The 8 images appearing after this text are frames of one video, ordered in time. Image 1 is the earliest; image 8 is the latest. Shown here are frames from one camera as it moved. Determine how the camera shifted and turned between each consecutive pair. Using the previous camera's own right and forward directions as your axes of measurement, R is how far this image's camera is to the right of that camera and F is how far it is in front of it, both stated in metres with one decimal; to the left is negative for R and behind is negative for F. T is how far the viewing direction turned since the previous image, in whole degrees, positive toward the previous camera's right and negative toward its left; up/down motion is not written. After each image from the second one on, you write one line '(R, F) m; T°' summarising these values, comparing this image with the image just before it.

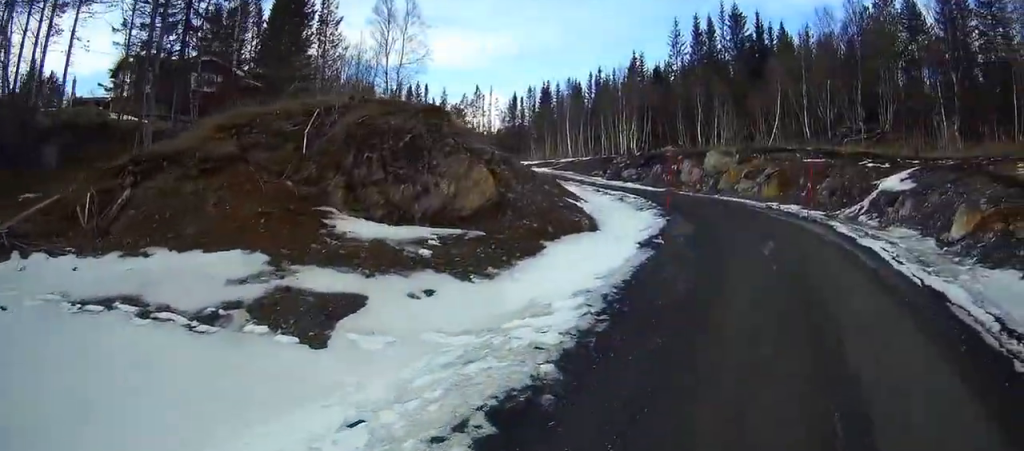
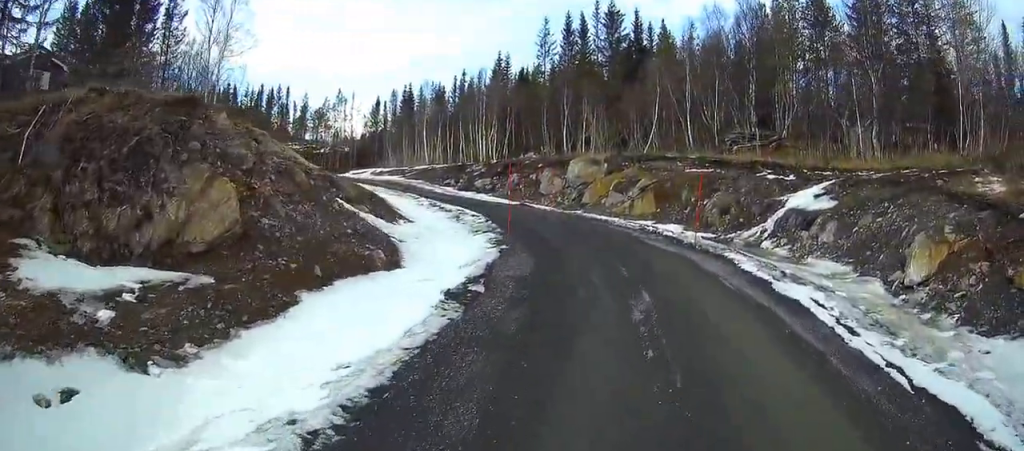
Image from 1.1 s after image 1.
(+0.7, +4.5) m; +20°
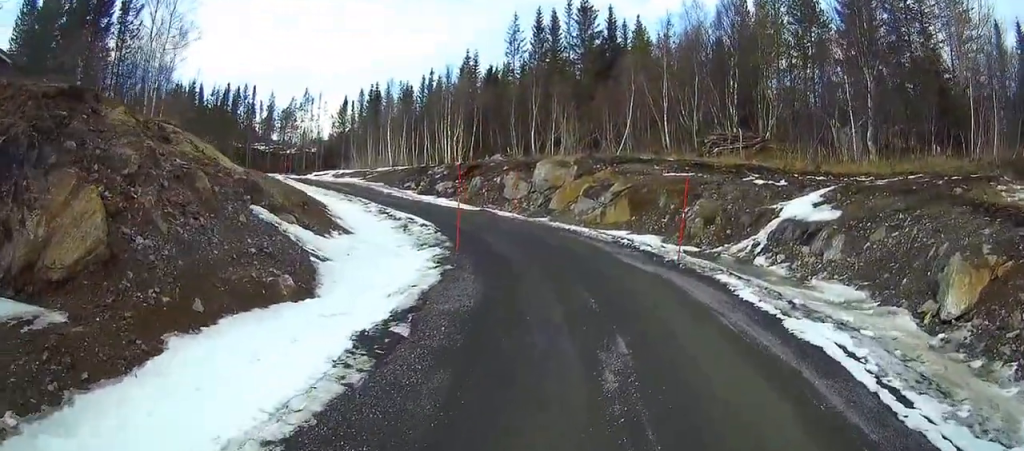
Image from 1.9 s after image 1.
(+0.4, +3.2) m; +10°
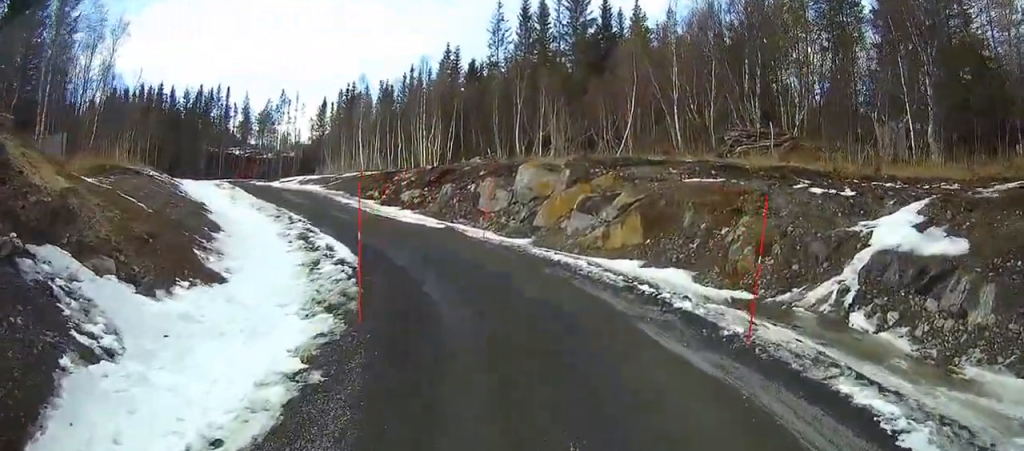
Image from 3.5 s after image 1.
(+0.4, +7.4) m; +3°
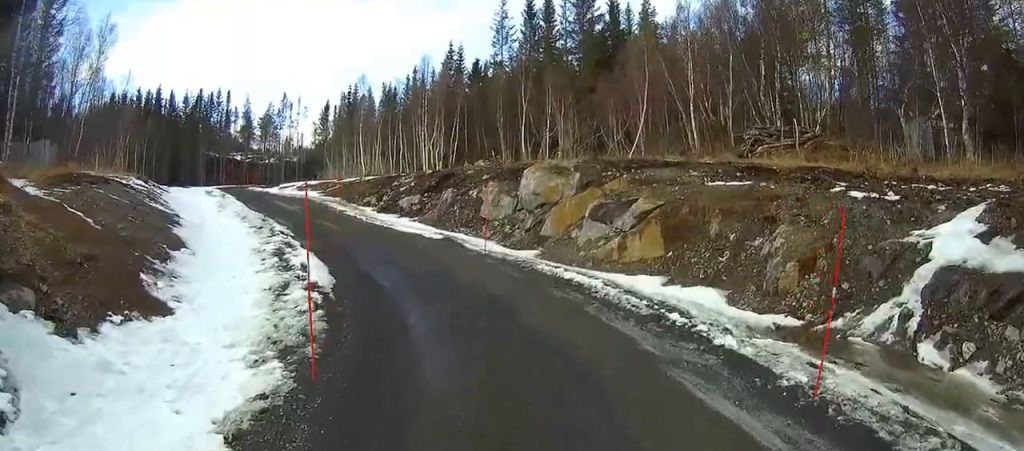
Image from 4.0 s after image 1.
(0.0, +2.1) m; -1°
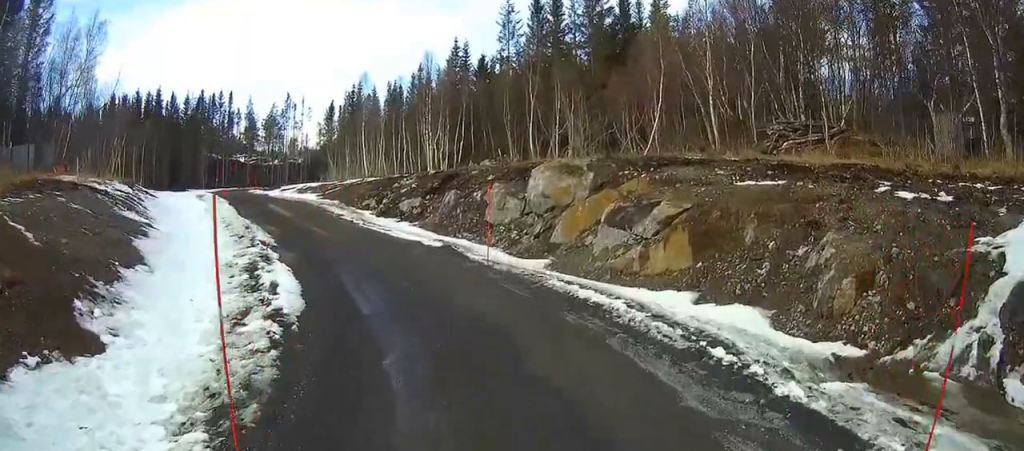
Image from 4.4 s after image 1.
(0.0, +2.0) m; -1°
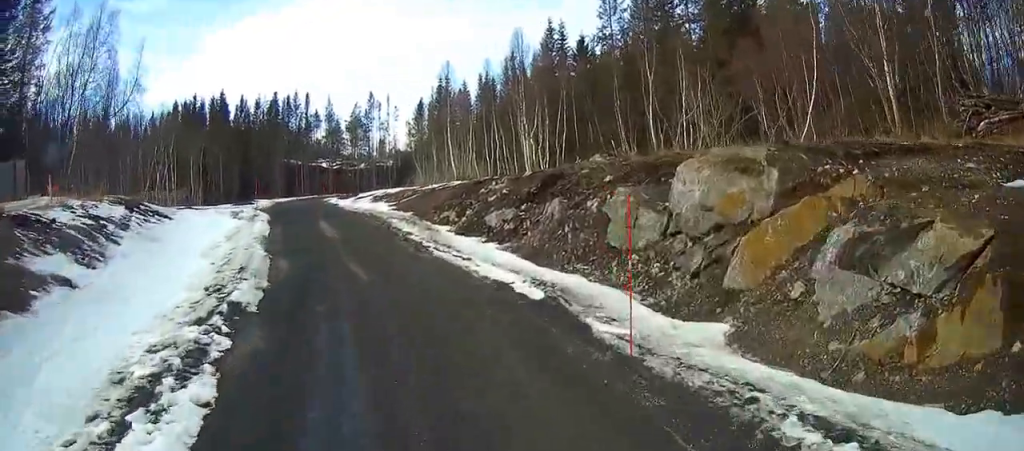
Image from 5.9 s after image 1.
(-0.2, +7.2) m; -3°
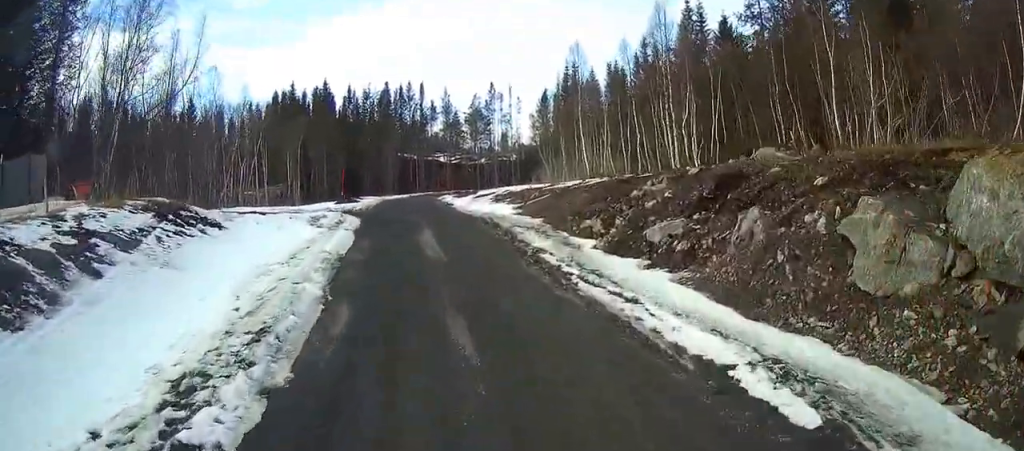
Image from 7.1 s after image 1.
(-0.2, +5.8) m; -7°
